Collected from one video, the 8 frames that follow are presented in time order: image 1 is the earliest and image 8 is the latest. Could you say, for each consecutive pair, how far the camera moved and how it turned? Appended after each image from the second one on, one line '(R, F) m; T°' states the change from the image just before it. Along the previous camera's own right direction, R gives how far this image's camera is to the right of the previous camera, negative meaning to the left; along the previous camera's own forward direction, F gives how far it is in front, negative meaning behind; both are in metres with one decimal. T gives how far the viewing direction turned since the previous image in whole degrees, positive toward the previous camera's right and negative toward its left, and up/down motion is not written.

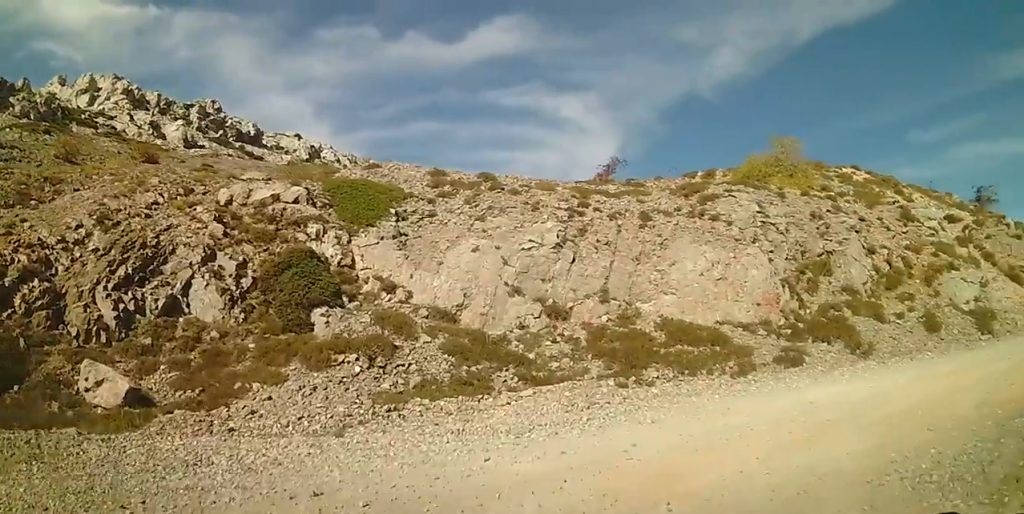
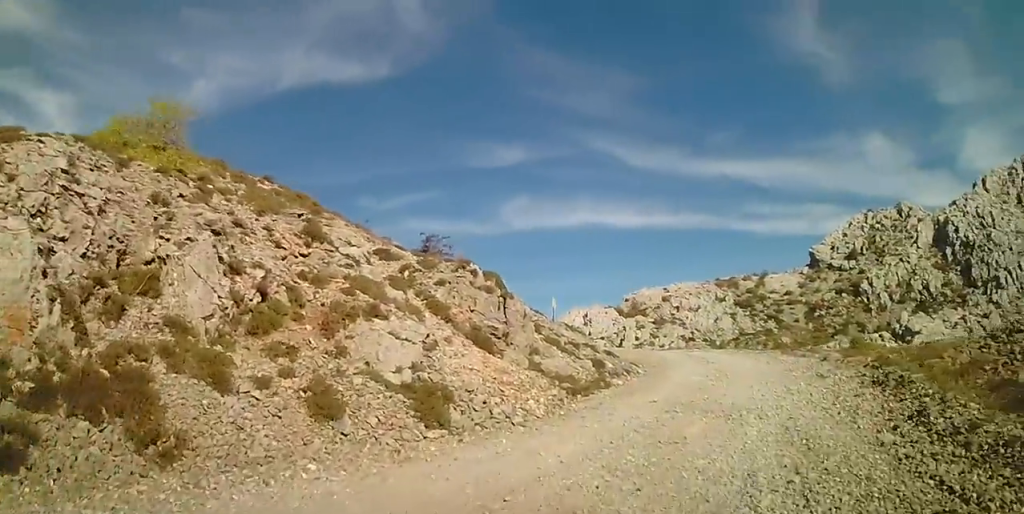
(+2.1, +4.3) m; +53°
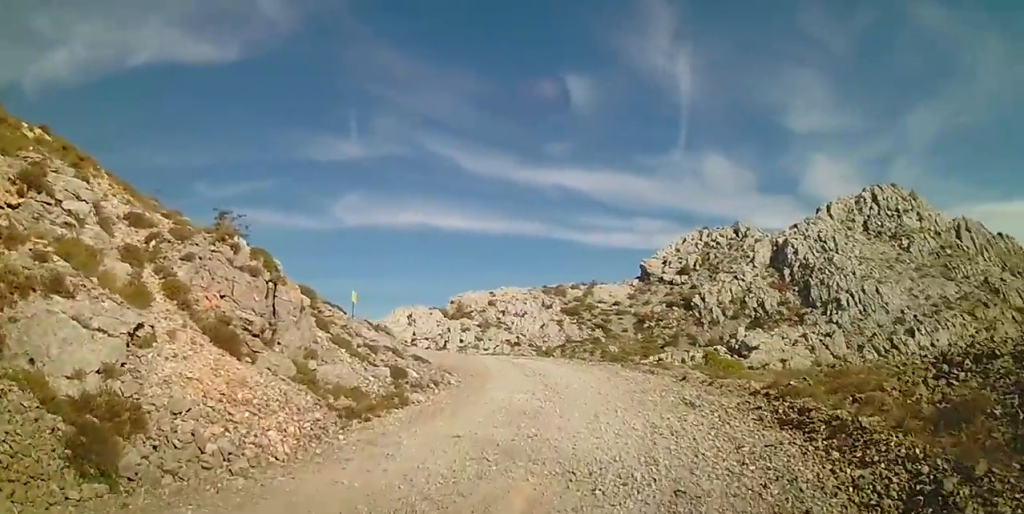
(+0.3, +2.9) m; +11°
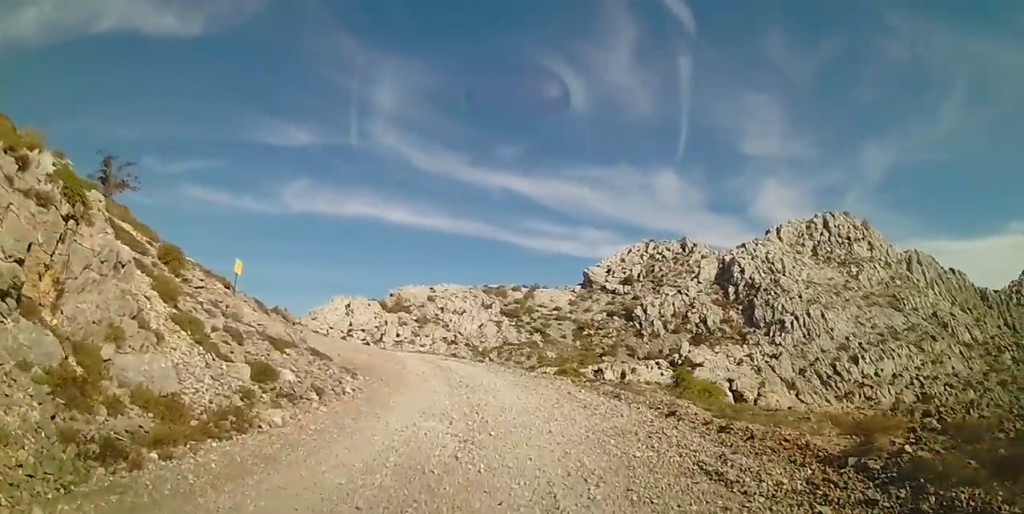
(+0.4, +3.8) m; +12°
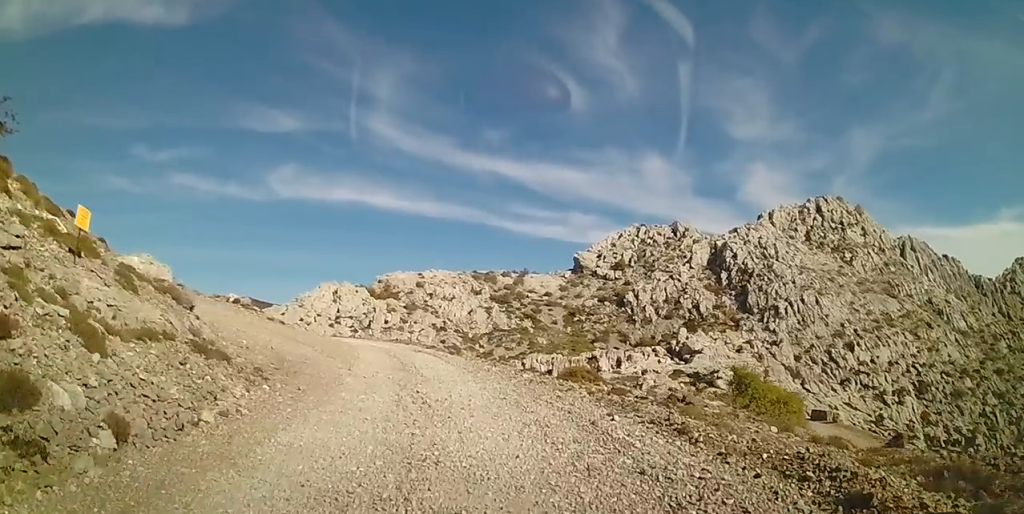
(+0.3, +5.0) m; 0°
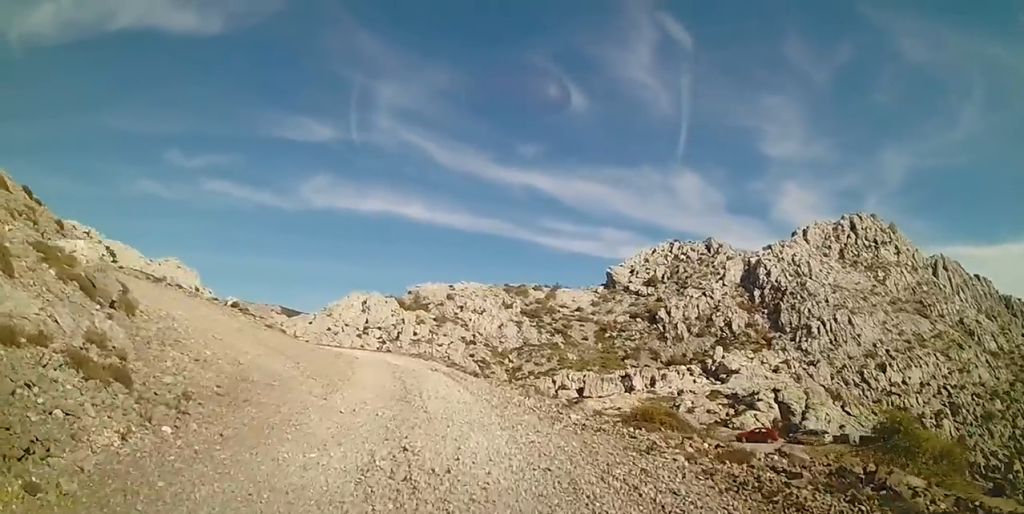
(-0.3, +3.8) m; -6°
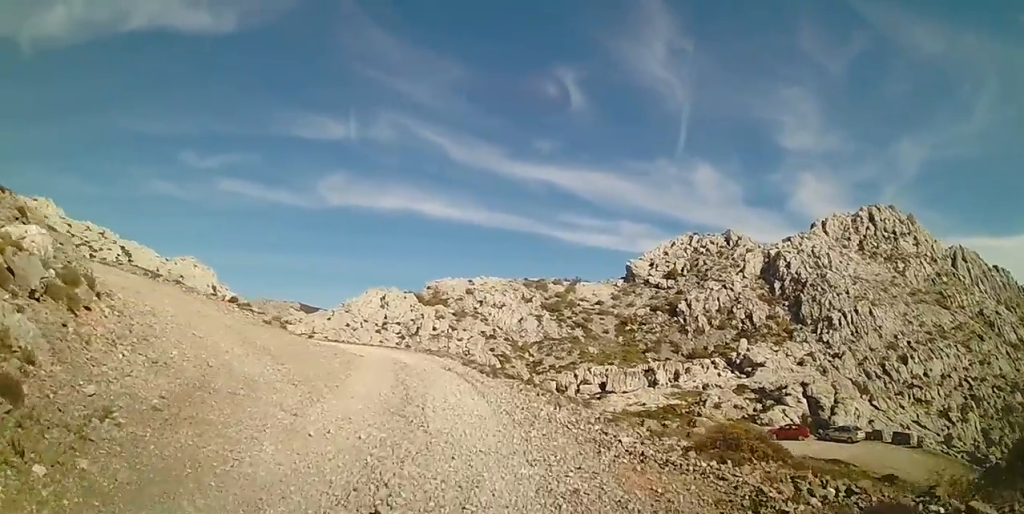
(-0.1, +2.3) m; 0°
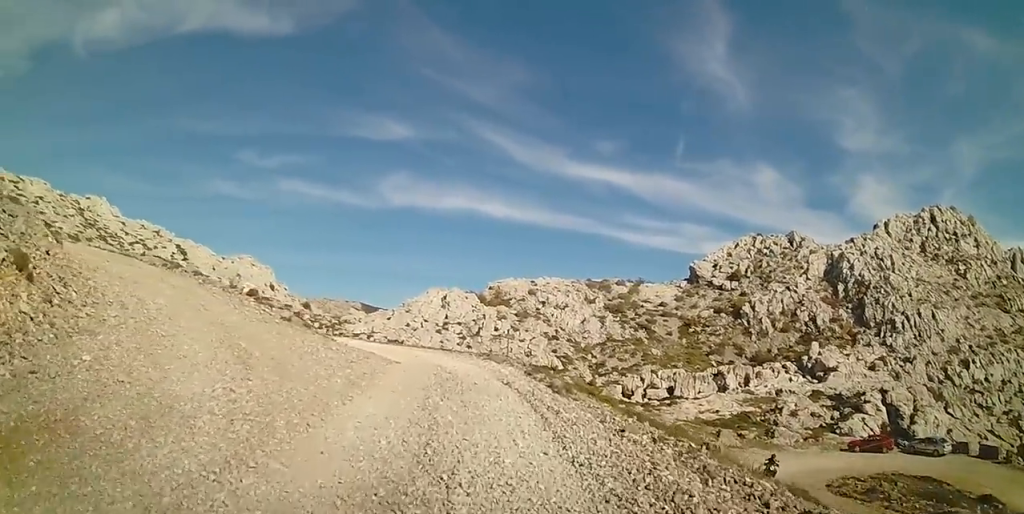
(0.0, +4.3) m; -3°
